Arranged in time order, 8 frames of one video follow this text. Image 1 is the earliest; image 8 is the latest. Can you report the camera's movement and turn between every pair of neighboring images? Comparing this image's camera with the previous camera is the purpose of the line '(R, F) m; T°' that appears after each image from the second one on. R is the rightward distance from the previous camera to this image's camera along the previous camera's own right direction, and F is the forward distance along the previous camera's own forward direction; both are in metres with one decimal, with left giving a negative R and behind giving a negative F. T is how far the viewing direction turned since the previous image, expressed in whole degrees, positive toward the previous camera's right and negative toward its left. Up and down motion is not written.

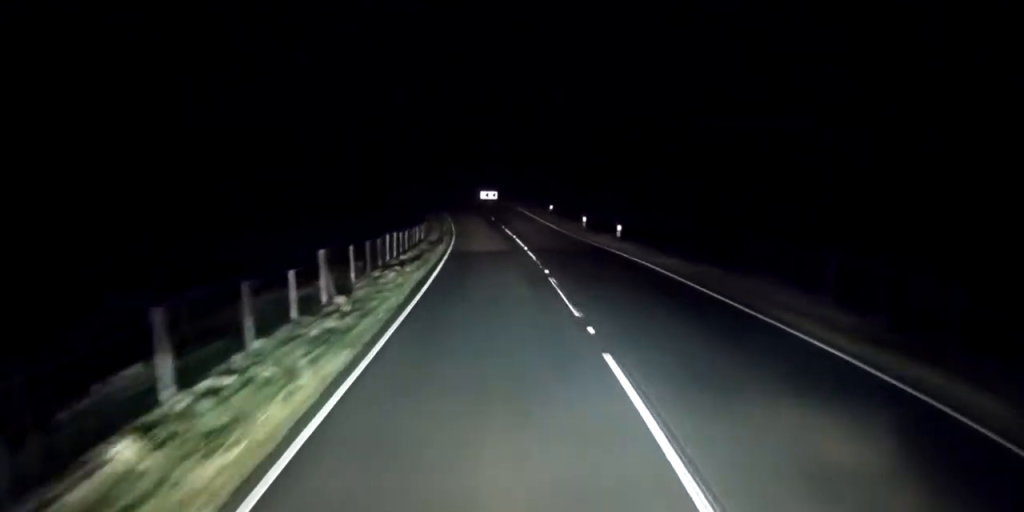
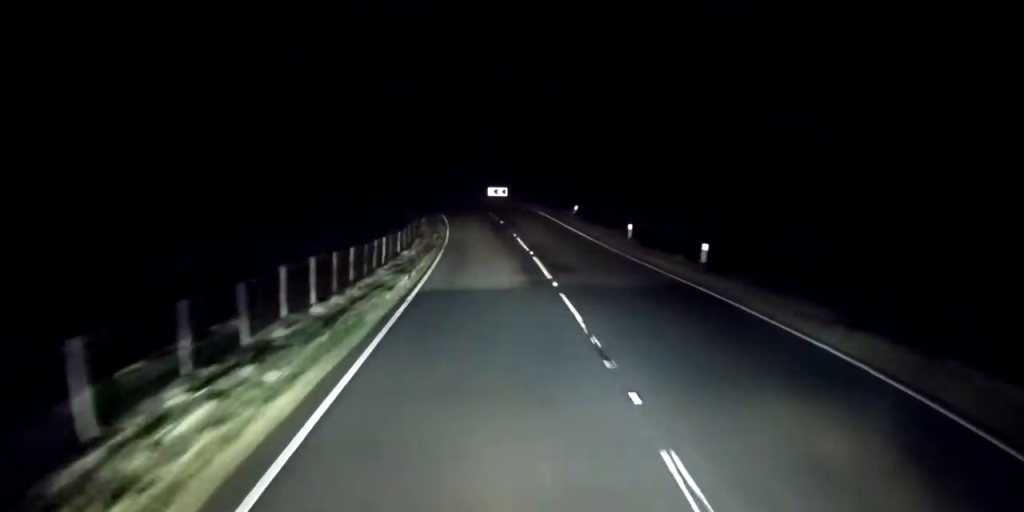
(0.0, +12.2) m; -2°
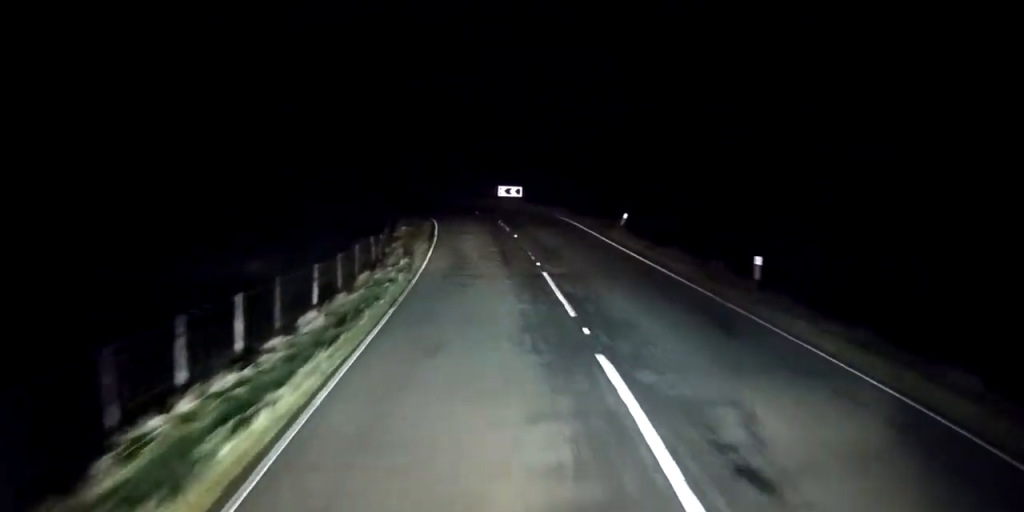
(-0.5, +13.9) m; -2°
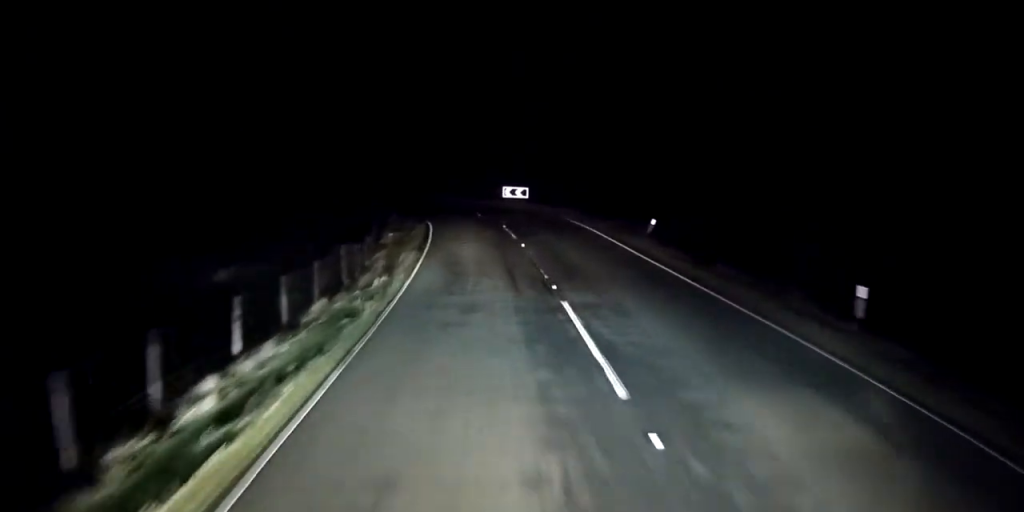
(0.0, +4.7) m; 0°
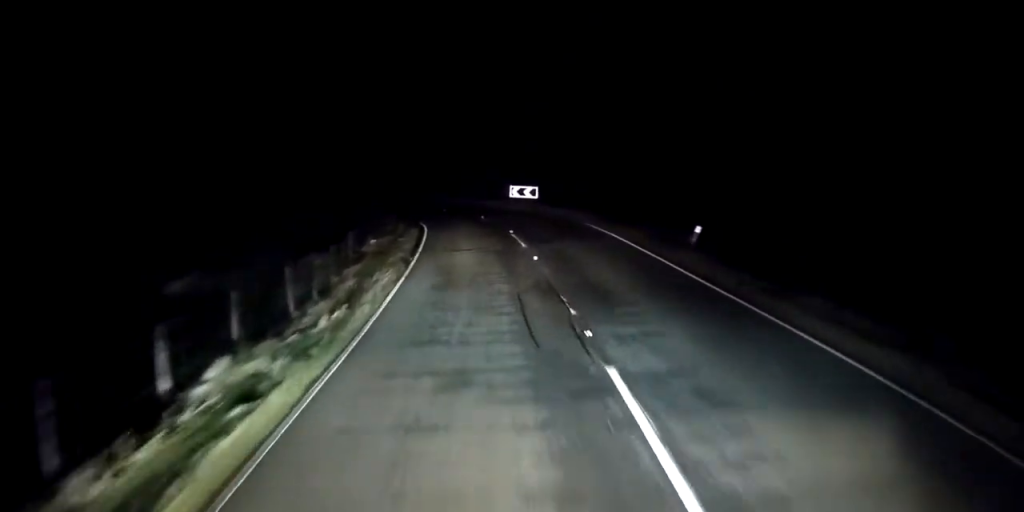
(0.0, +5.1) m; 0°
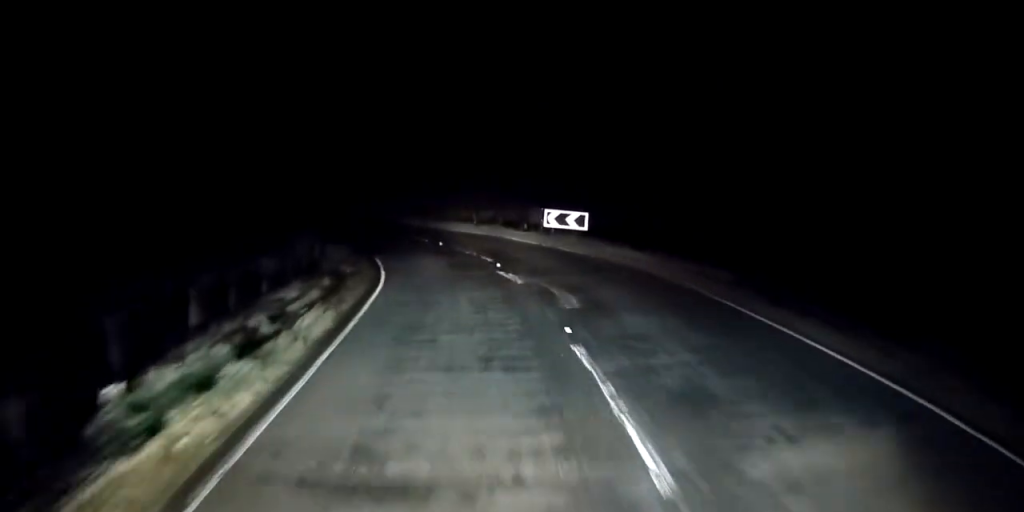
(-0.5, +16.7) m; -5°
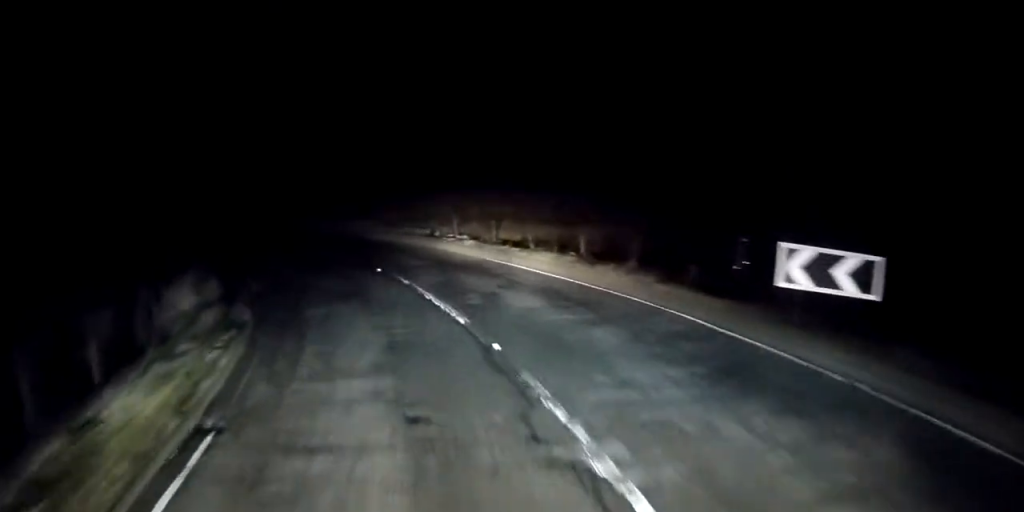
(-1.4, +18.9) m; -13°
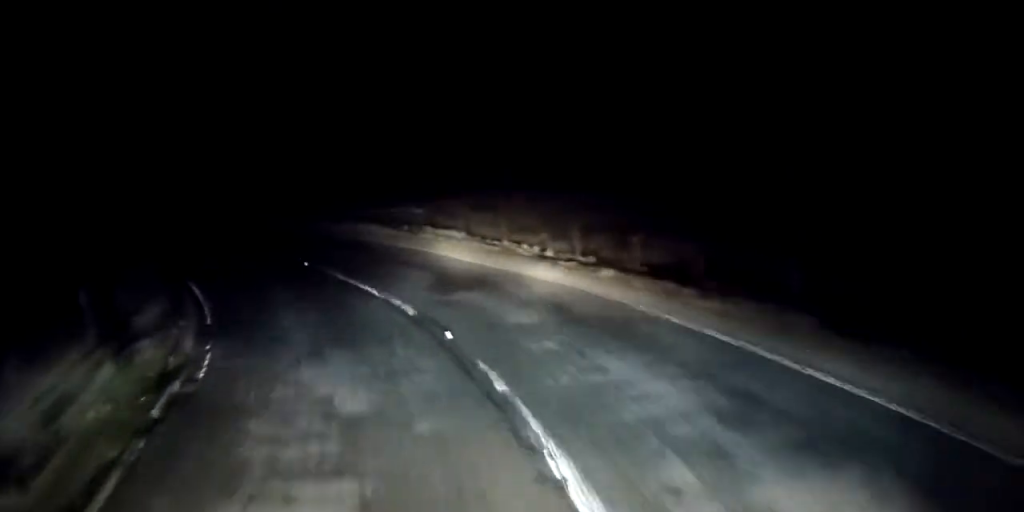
(-0.8, +8.4) m; -12°
